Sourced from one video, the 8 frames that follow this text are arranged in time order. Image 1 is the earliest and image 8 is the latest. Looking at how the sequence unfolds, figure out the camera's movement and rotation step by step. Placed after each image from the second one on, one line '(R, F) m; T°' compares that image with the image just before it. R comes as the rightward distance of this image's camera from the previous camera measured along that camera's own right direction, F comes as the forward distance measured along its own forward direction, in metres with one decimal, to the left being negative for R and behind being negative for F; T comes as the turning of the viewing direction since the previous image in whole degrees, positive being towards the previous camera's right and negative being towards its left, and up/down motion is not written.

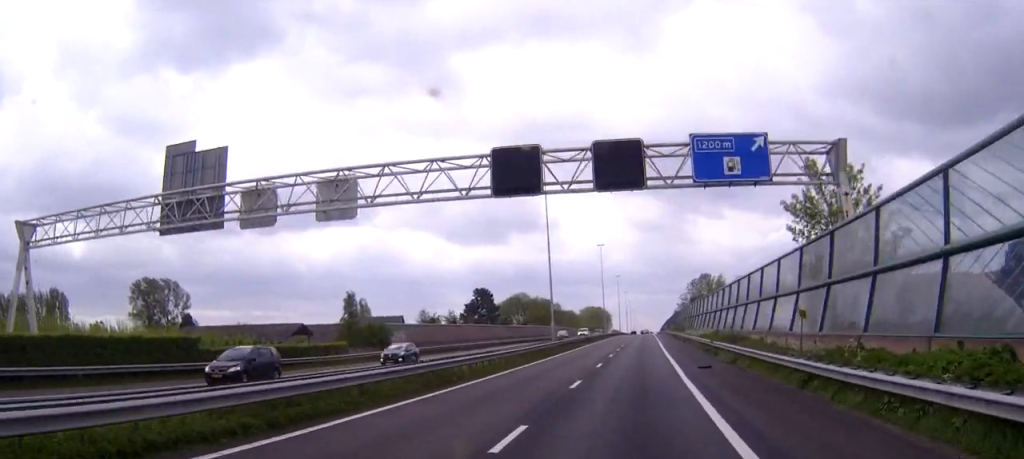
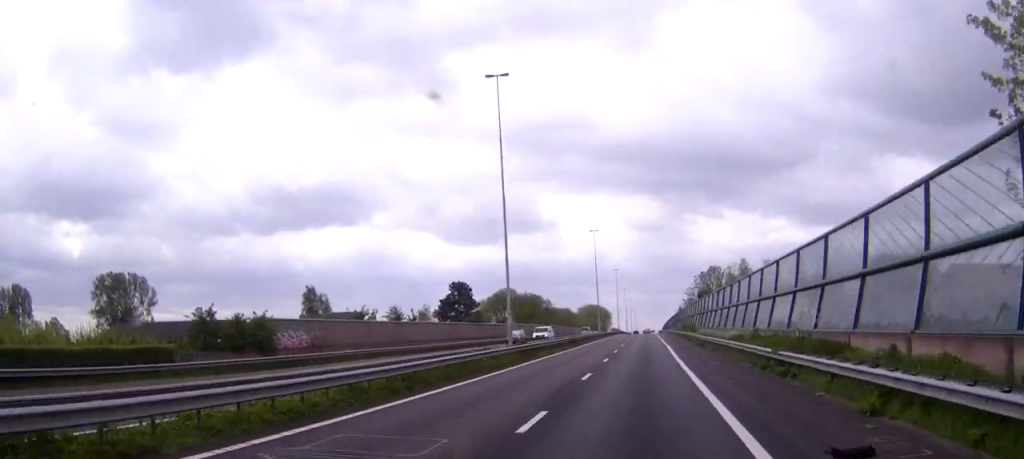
(0.0, +22.3) m; 0°
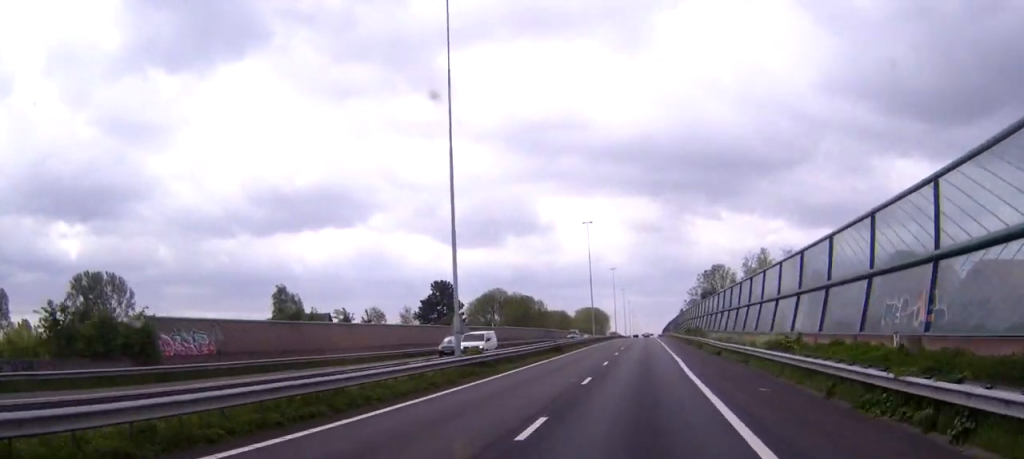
(0.0, +12.6) m; 0°
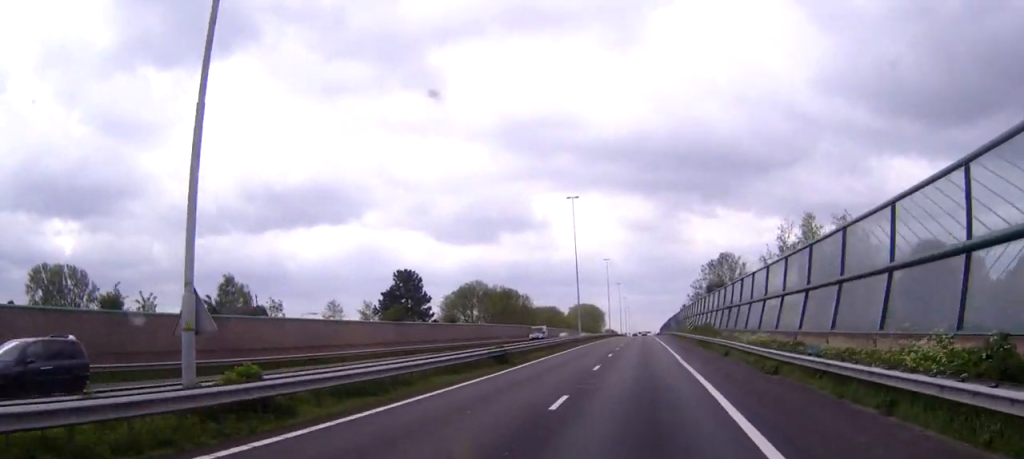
(0.0, +20.1) m; 0°
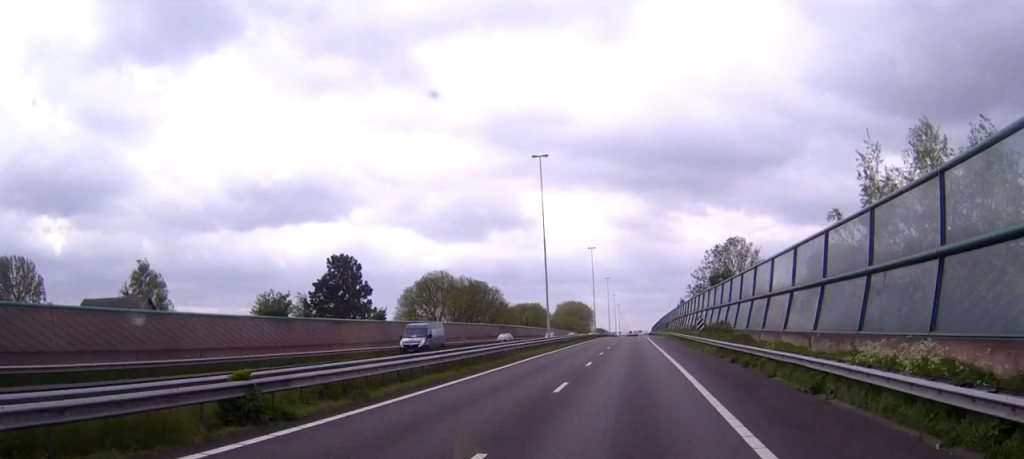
(0.0, +22.9) m; 0°
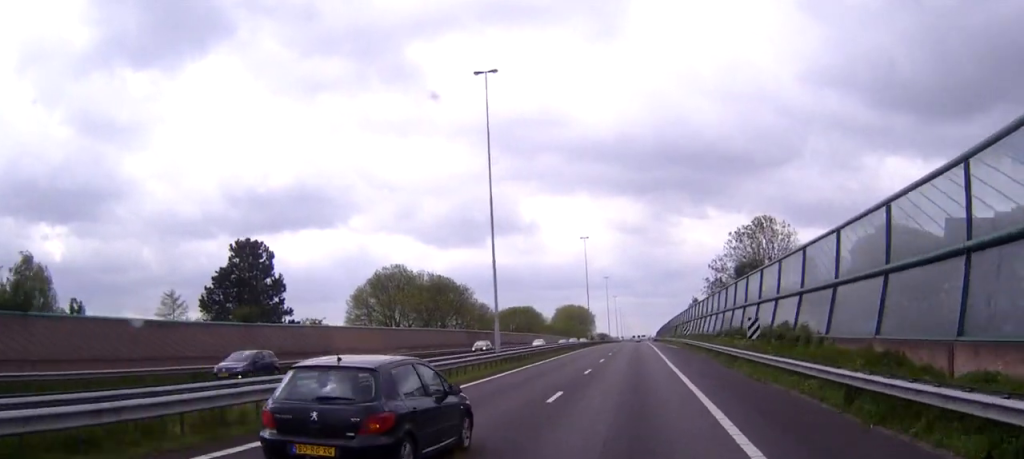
(0.0, +25.8) m; 0°
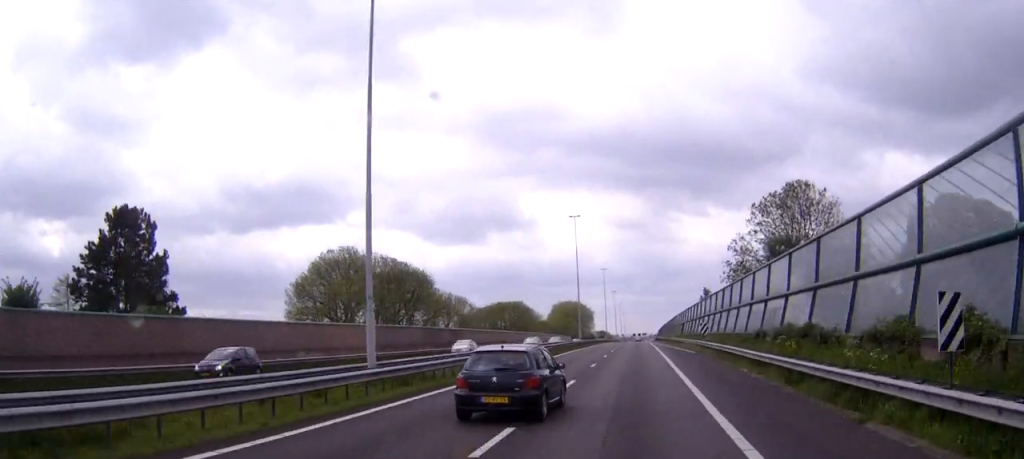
(0.0, +20.7) m; 0°
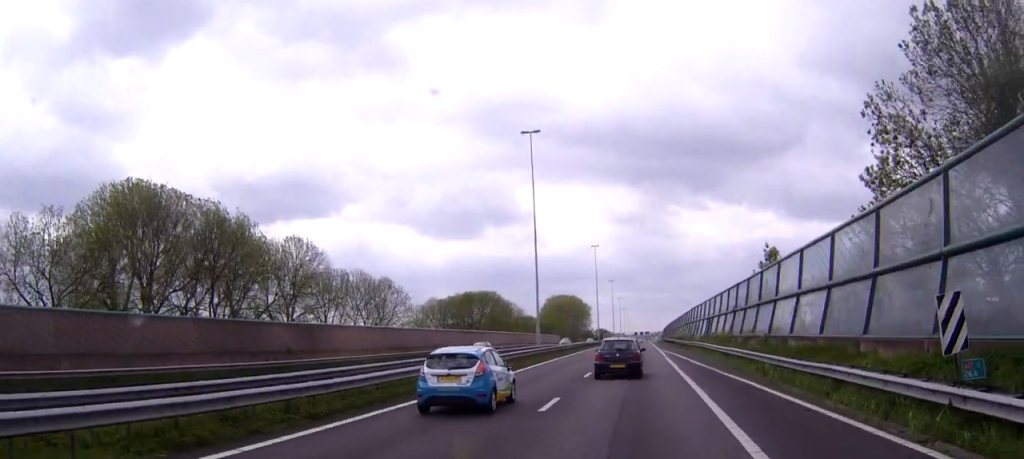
(-0.2, +43.5) m; 0°
